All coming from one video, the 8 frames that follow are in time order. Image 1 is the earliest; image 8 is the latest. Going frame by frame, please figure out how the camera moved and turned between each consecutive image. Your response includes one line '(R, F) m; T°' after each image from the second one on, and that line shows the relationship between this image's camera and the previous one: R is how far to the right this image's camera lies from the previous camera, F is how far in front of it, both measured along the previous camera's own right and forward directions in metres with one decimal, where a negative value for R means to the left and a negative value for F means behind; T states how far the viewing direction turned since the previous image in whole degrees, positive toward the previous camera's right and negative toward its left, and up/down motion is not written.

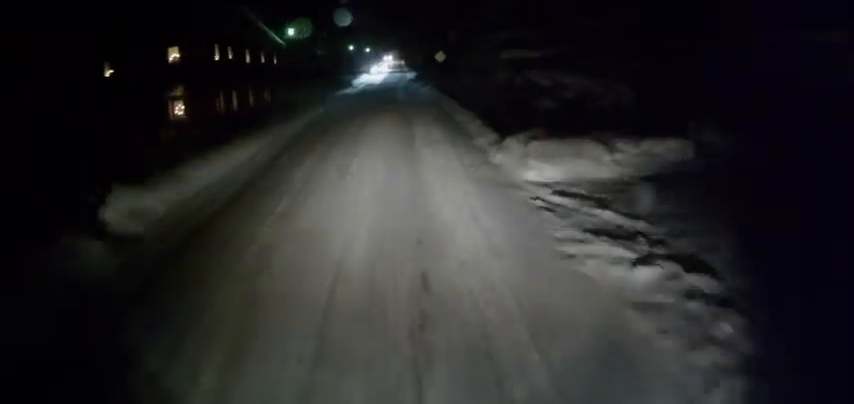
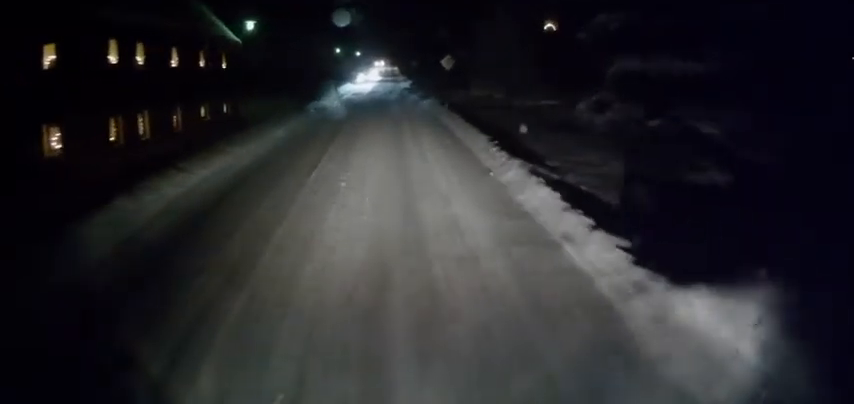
(+0.2, +8.6) m; +2°
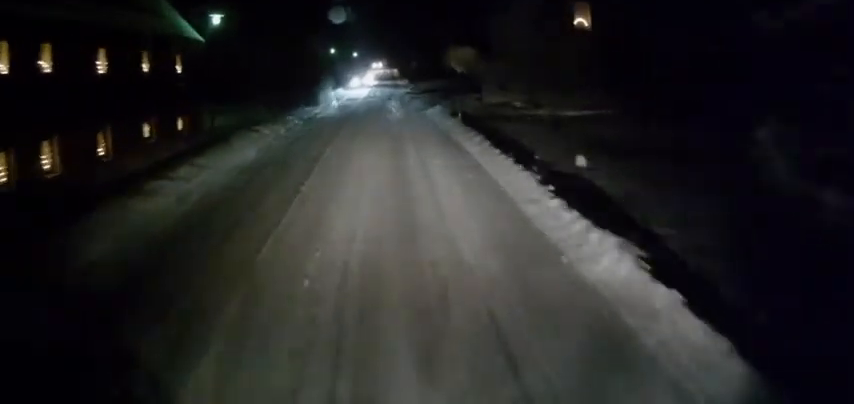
(+0.1, +5.2) m; +2°
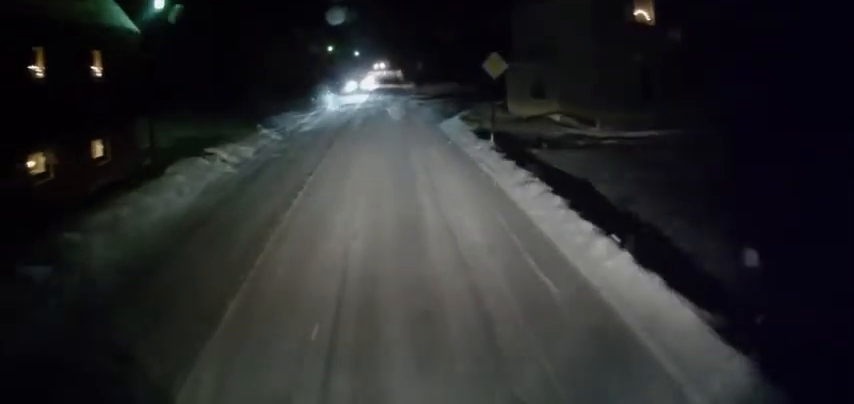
(+0.1, +5.8) m; +2°
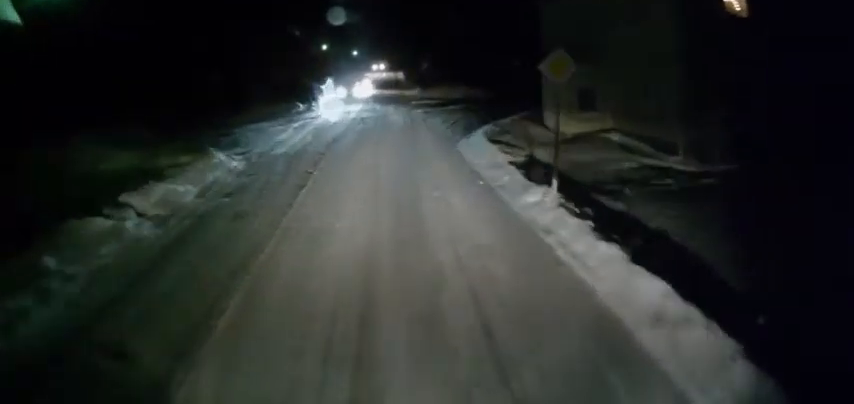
(+0.1, +5.8) m; +1°
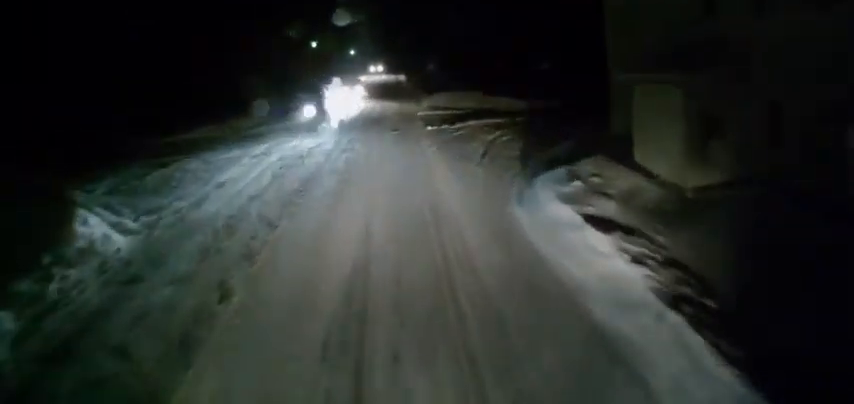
(+0.2, +7.3) m; 0°
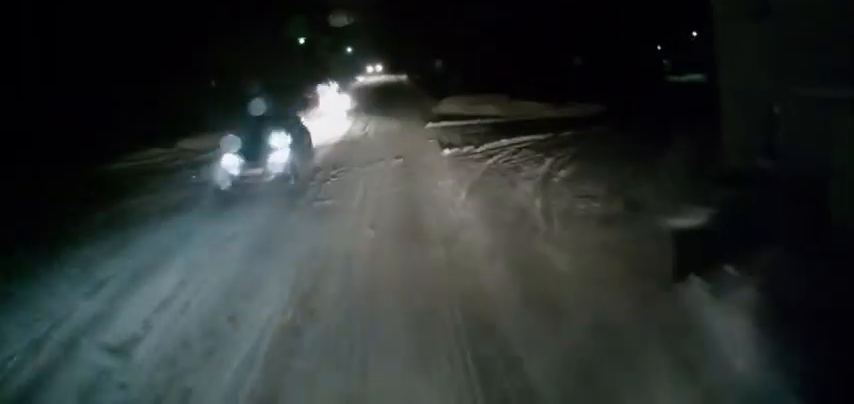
(-0.1, +6.0) m; -1°
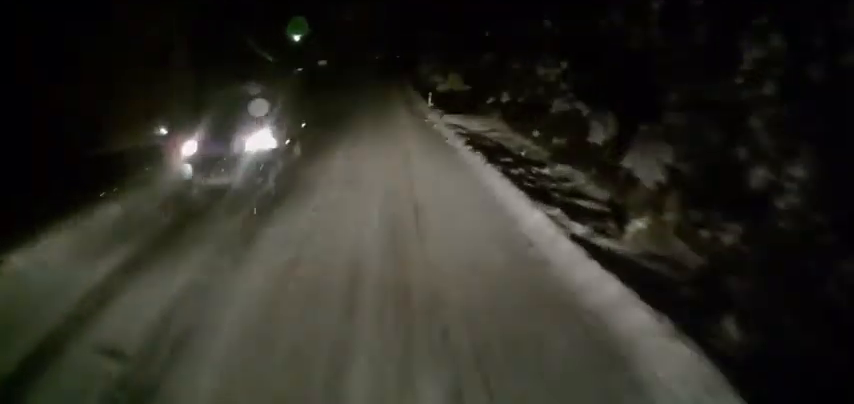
(0.0, +41.4) m; +2°
